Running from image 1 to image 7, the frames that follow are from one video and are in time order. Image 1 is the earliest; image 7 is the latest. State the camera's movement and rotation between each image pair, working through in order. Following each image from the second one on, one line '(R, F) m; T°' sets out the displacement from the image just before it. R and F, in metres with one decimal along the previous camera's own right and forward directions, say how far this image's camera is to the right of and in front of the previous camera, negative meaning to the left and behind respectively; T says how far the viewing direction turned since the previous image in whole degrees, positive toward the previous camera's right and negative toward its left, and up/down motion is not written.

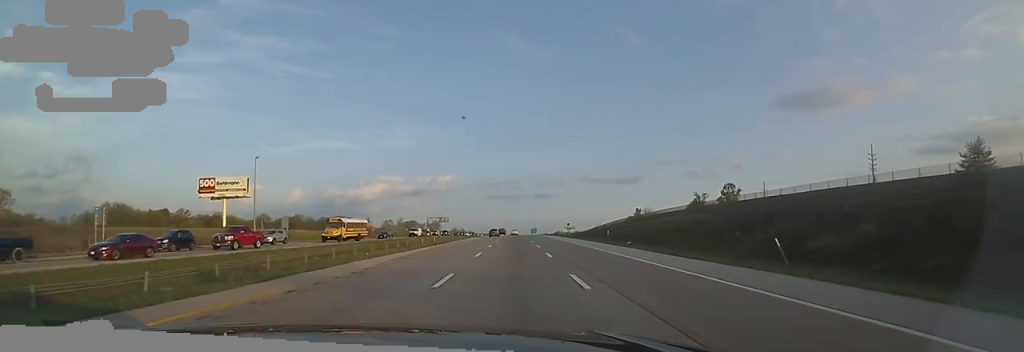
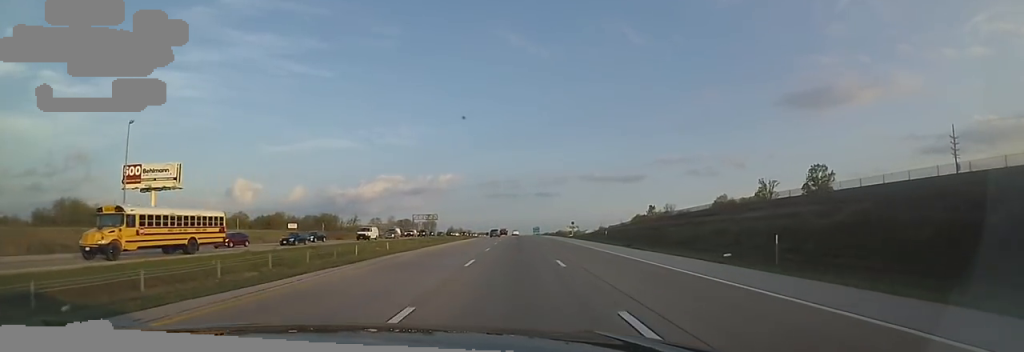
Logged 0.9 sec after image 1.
(-1.1, +30.1) m; -1°
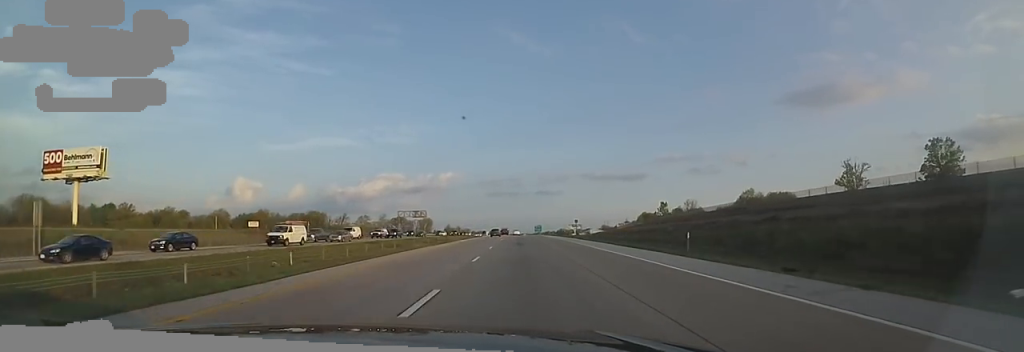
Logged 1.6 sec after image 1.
(+0.1, +22.1) m; +1°
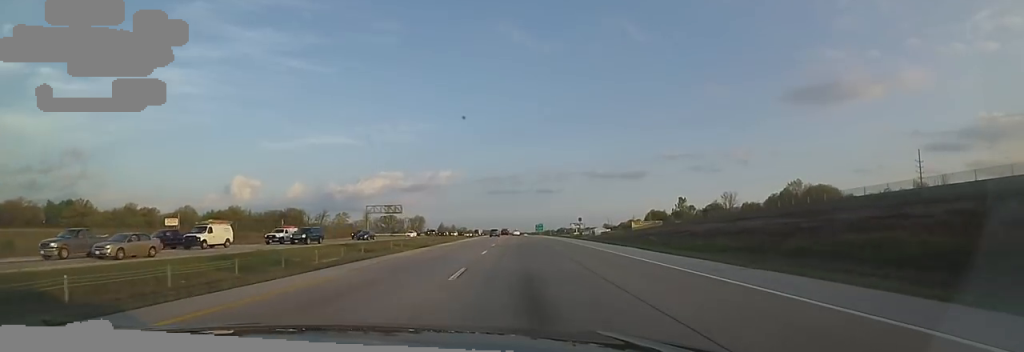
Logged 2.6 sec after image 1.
(+0.4, +30.1) m; +1°
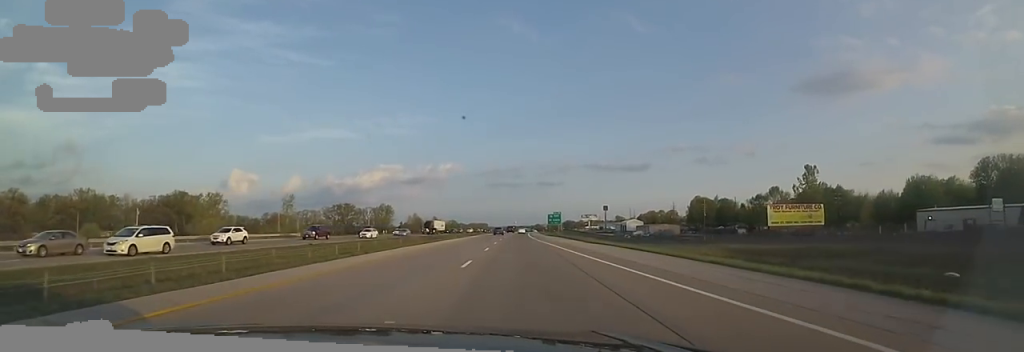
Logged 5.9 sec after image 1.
(-1.2, +103.3) m; -2°
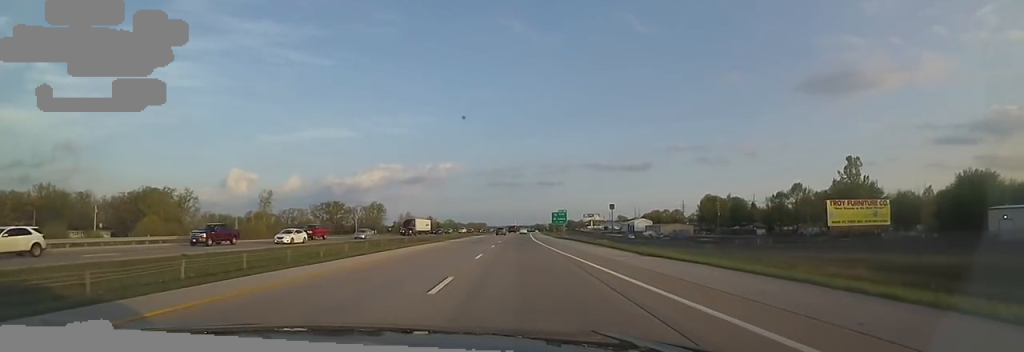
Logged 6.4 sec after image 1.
(0.0, +17.9) m; +1°
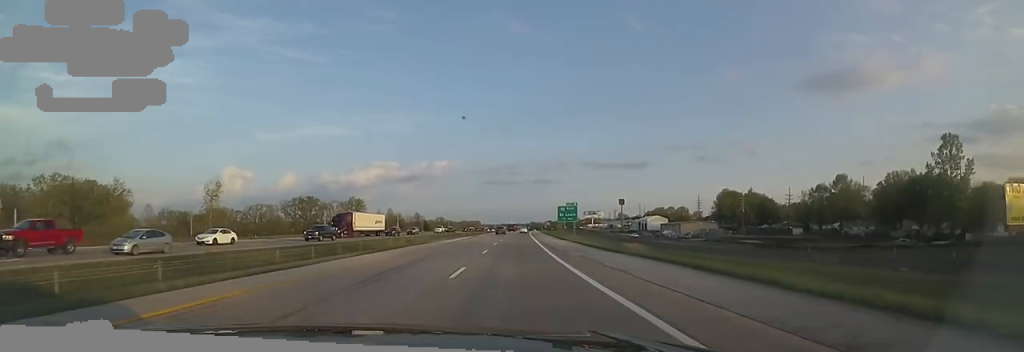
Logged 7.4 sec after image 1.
(+0.6, +30.6) m; +2°
